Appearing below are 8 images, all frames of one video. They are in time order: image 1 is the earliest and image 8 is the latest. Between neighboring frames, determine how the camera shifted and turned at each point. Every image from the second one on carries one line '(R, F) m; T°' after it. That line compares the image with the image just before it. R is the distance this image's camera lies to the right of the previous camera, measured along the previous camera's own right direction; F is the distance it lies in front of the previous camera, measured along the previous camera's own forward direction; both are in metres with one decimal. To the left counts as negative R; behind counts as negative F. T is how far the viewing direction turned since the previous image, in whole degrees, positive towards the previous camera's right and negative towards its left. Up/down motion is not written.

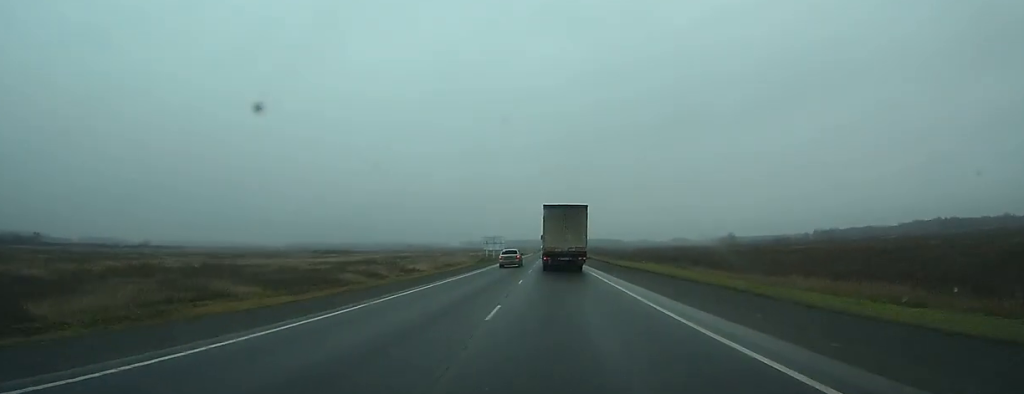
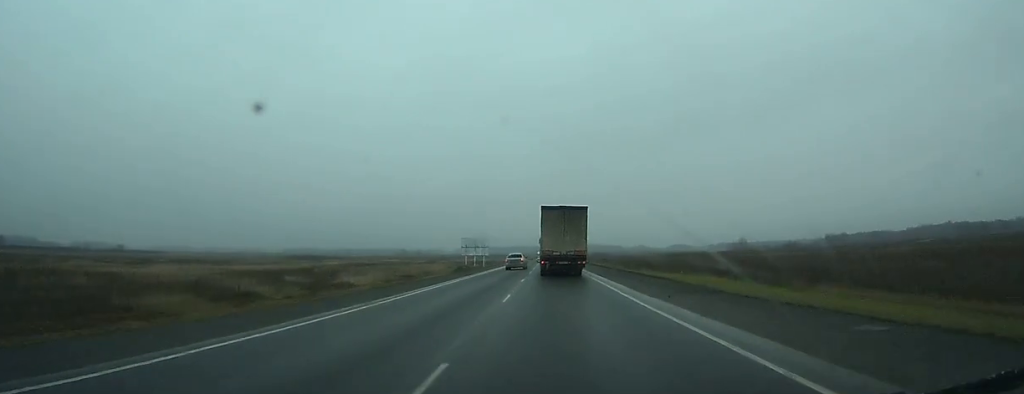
(+0.1, +32.5) m; 0°
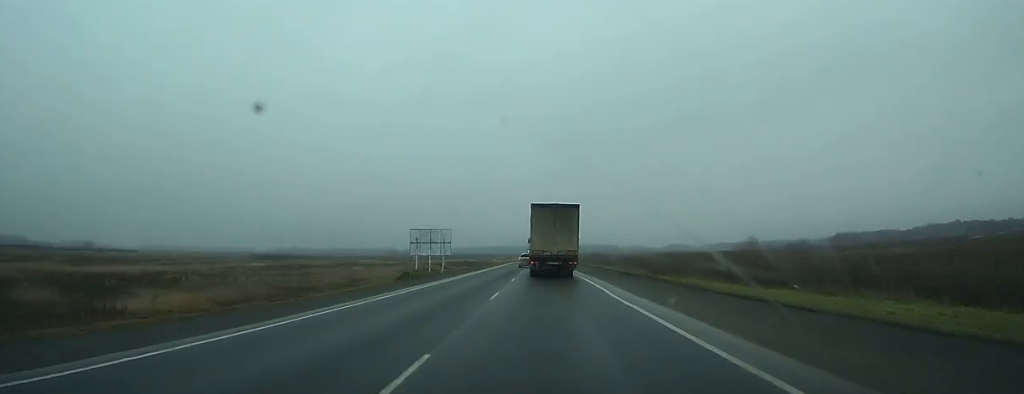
(+0.1, +36.9) m; 0°
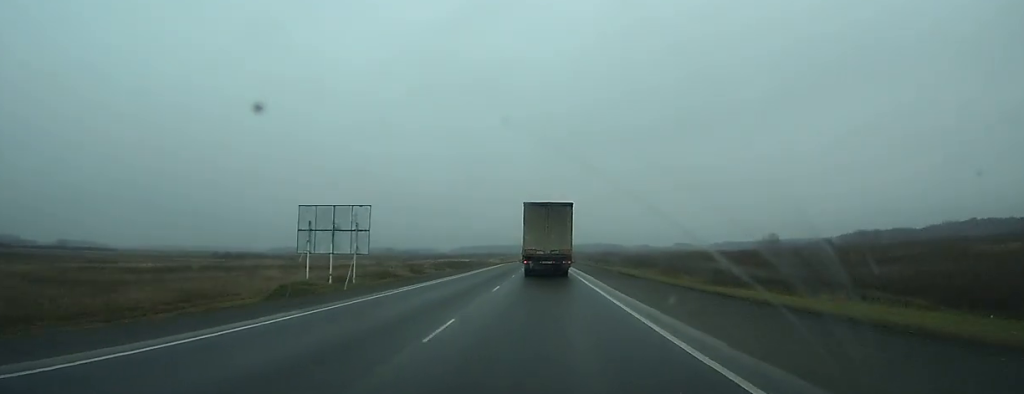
(+0.1, +33.2) m; 0°
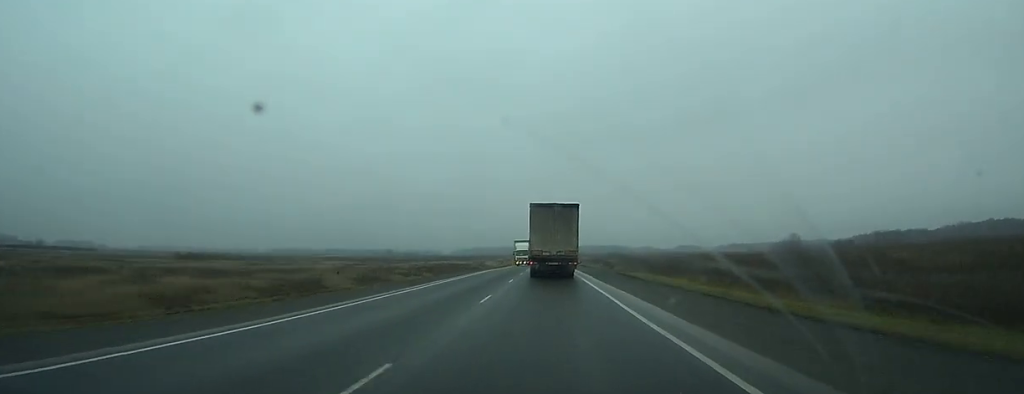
(+0.1, +29.4) m; 0°
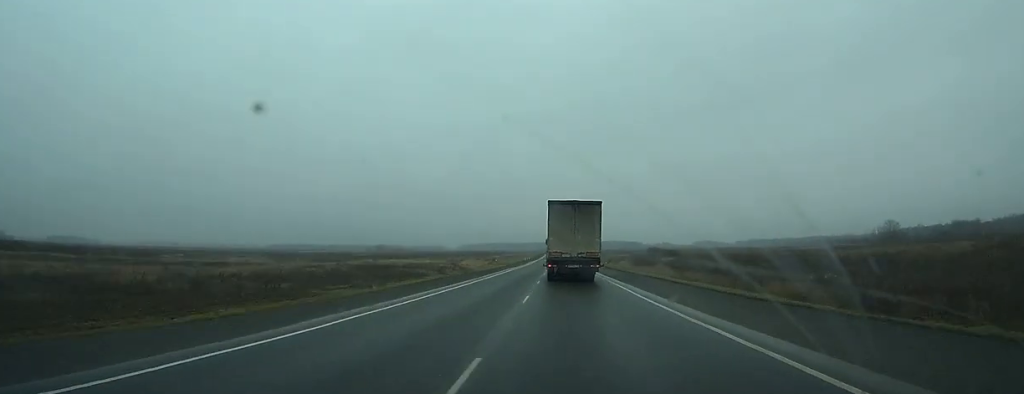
(-0.5, +92.0) m; 0°
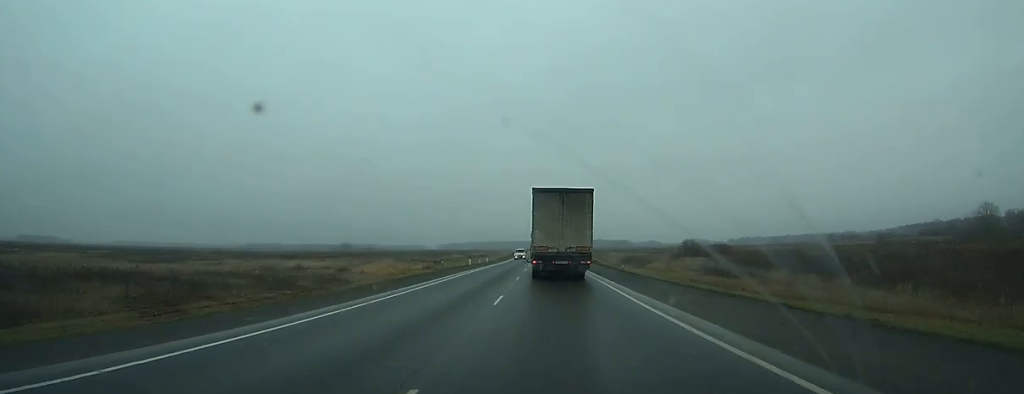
(+0.2, +75.9) m; +1°
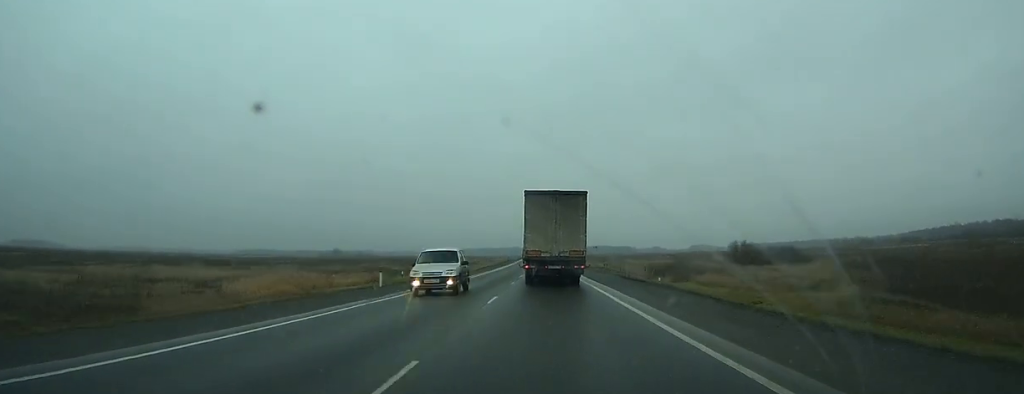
(+0.1, +35.5) m; 0°
